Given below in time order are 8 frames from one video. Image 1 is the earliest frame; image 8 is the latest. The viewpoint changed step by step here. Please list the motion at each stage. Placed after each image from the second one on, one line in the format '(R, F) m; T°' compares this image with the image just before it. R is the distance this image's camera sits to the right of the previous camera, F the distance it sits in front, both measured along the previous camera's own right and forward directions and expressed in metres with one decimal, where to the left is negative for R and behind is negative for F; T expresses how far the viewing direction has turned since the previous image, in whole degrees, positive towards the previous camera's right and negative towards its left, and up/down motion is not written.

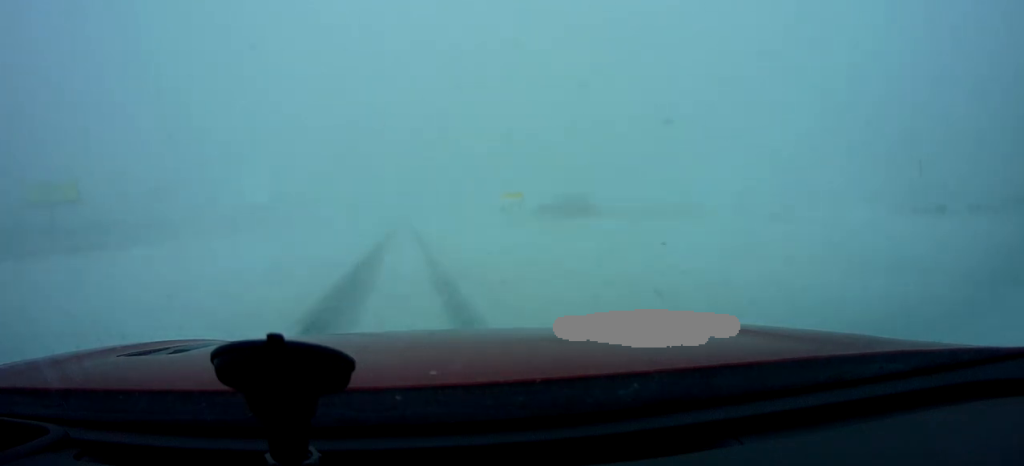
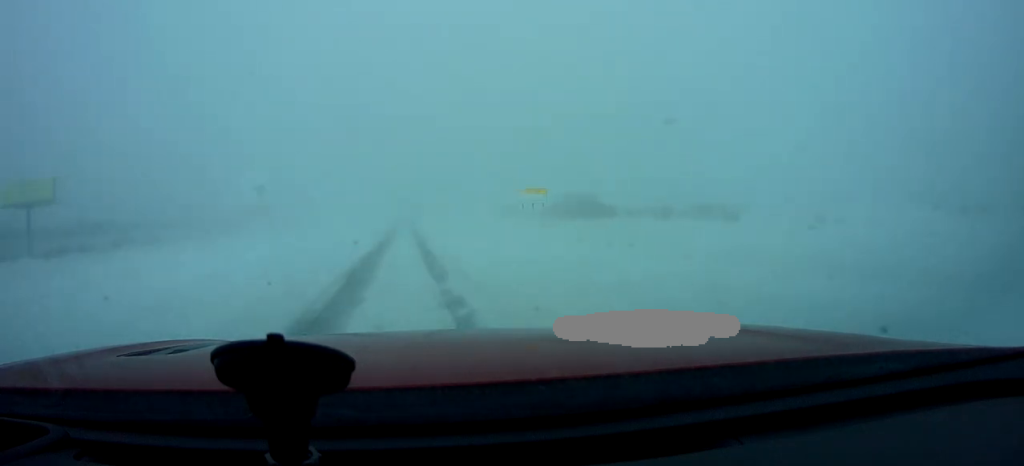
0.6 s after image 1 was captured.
(0.0, +7.5) m; 0°
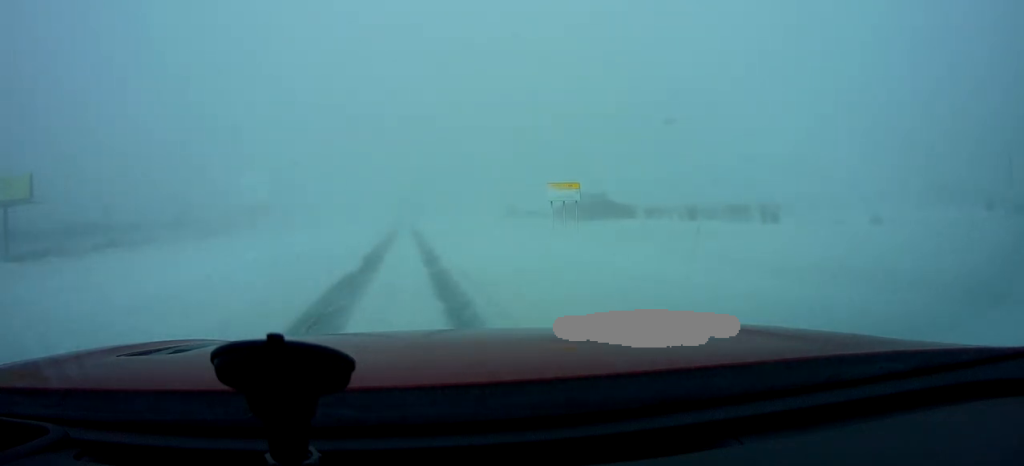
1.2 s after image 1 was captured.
(0.0, +7.4) m; 0°
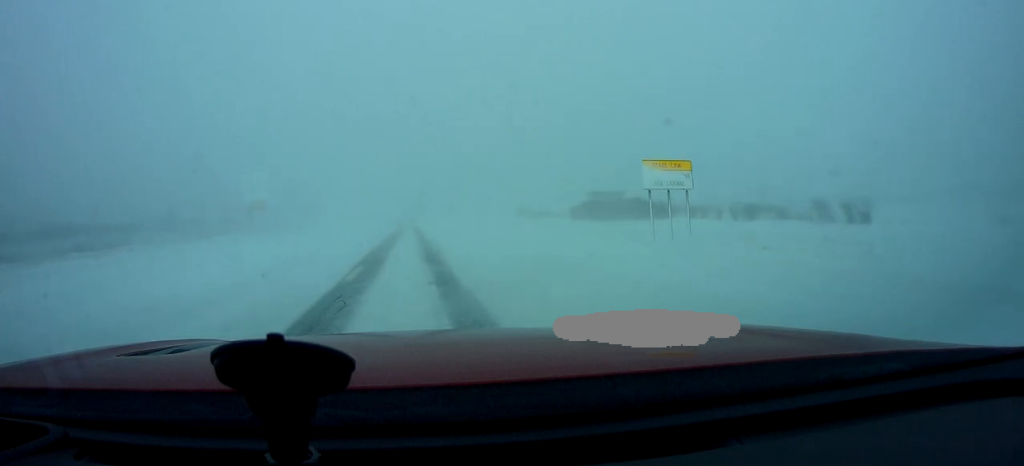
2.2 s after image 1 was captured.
(0.0, +12.8) m; 0°
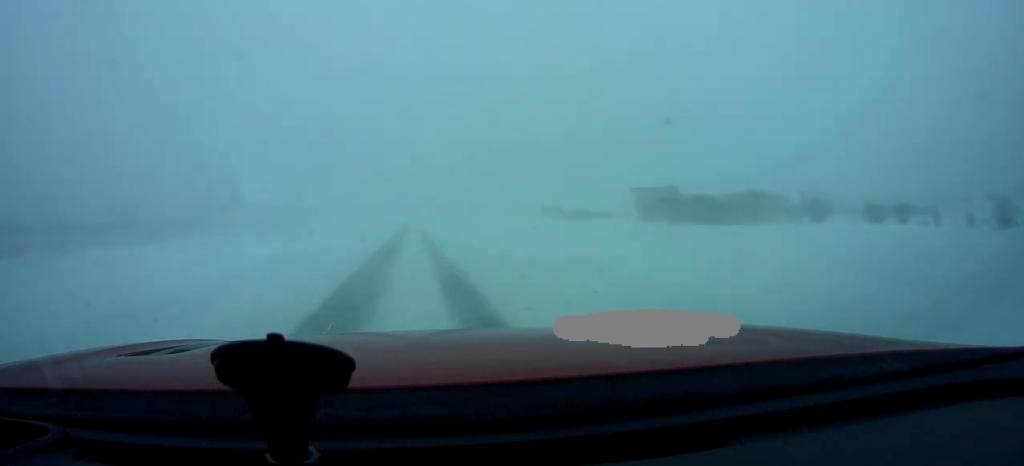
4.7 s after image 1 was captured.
(+0.2, +32.5) m; -1°
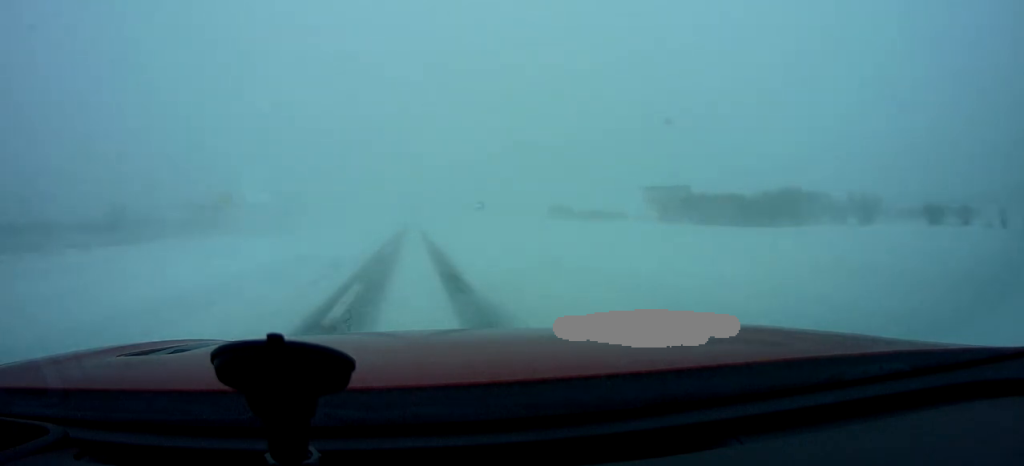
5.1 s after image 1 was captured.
(0.0, +6.6) m; 0°
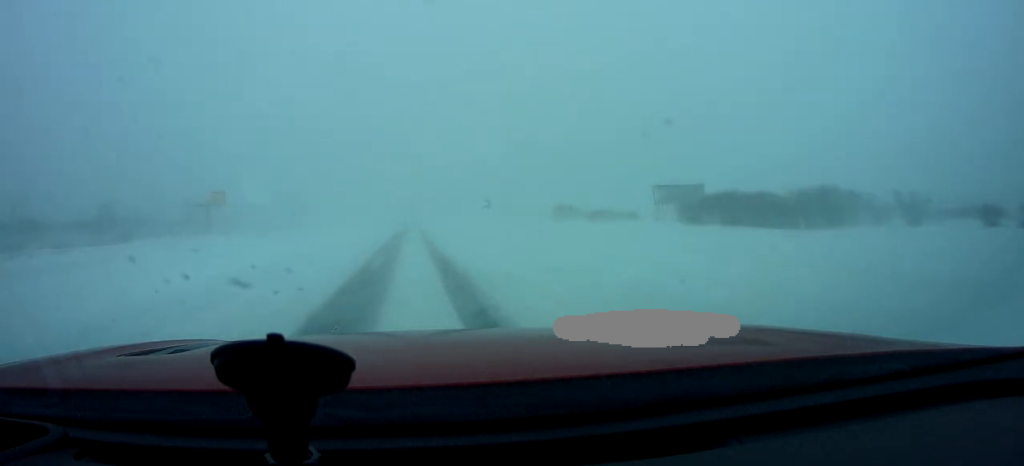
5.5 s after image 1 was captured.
(-0.1, +5.9) m; 0°
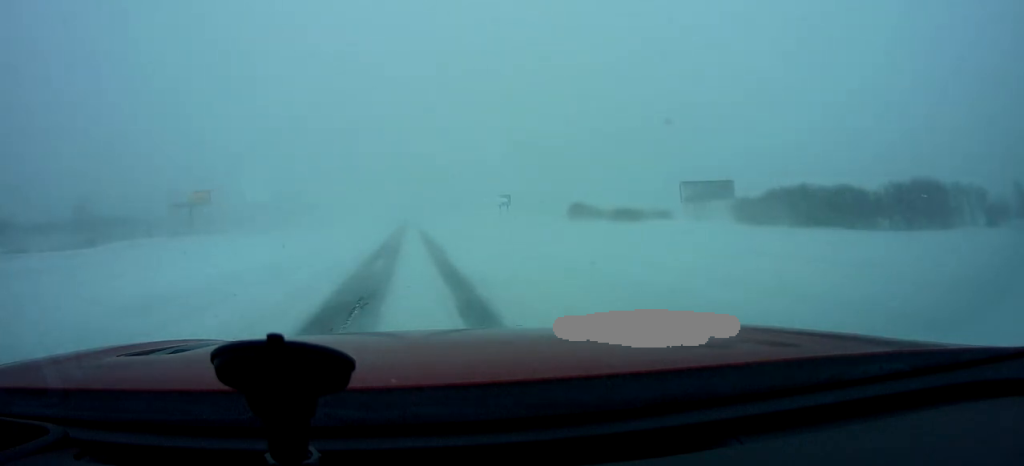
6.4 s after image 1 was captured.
(+0.1, +12.4) m; +1°
